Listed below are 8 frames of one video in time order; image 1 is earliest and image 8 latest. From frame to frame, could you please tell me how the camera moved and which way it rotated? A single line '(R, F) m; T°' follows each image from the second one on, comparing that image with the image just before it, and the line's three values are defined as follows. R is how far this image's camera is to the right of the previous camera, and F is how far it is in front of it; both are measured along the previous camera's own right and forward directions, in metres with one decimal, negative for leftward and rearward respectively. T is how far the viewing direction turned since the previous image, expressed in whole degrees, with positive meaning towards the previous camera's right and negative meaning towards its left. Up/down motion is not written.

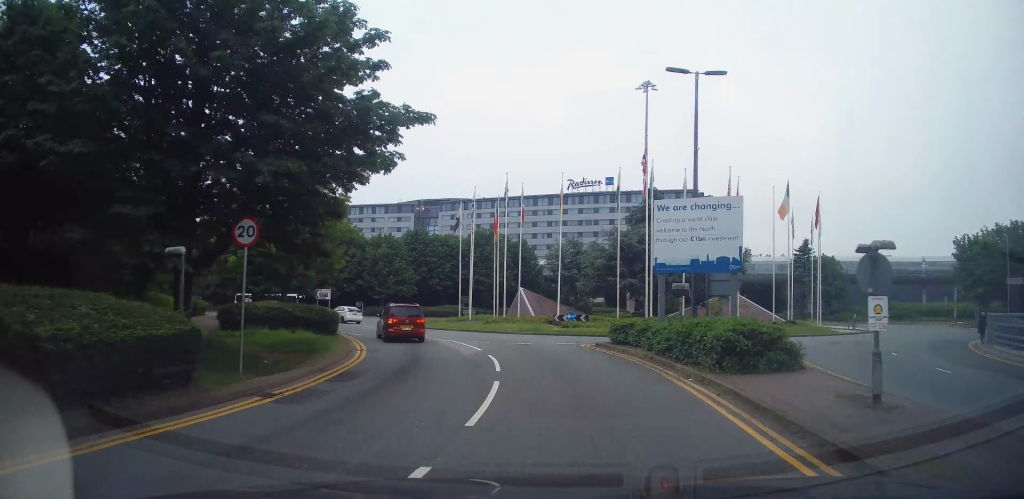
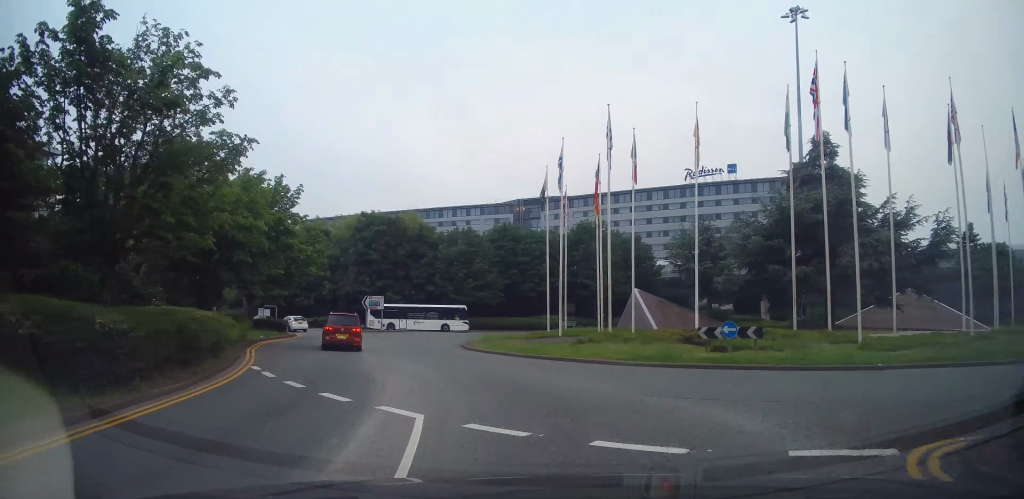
(-0.8, +15.8) m; -11°
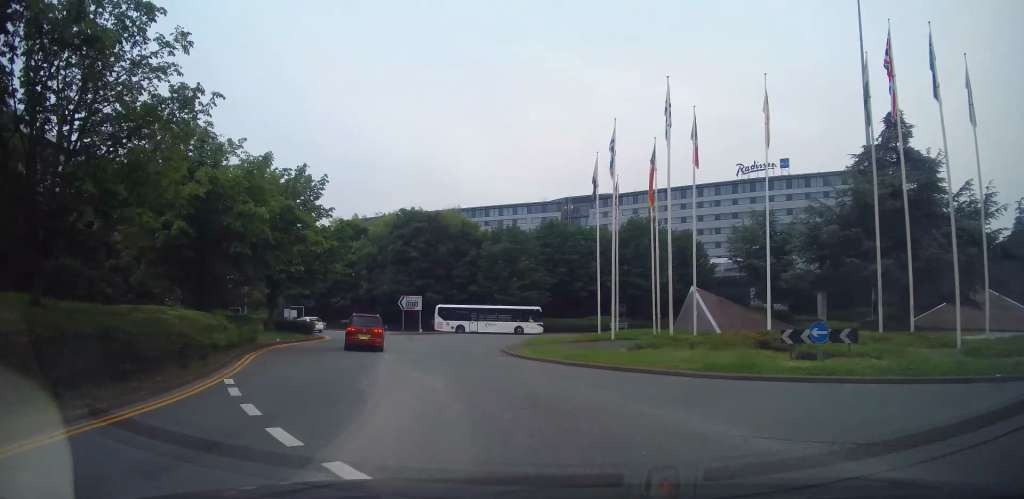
(-0.2, +3.4) m; -6°
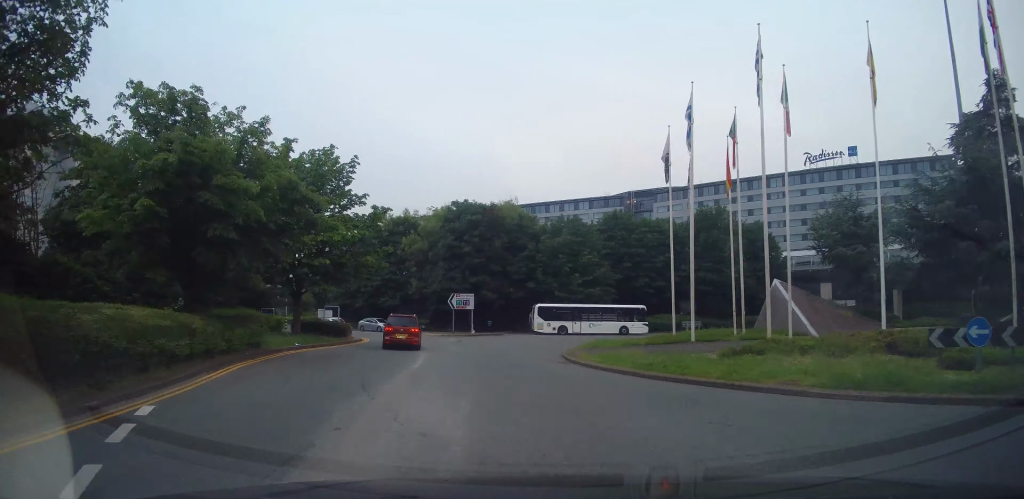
(-0.1, +4.4) m; -7°
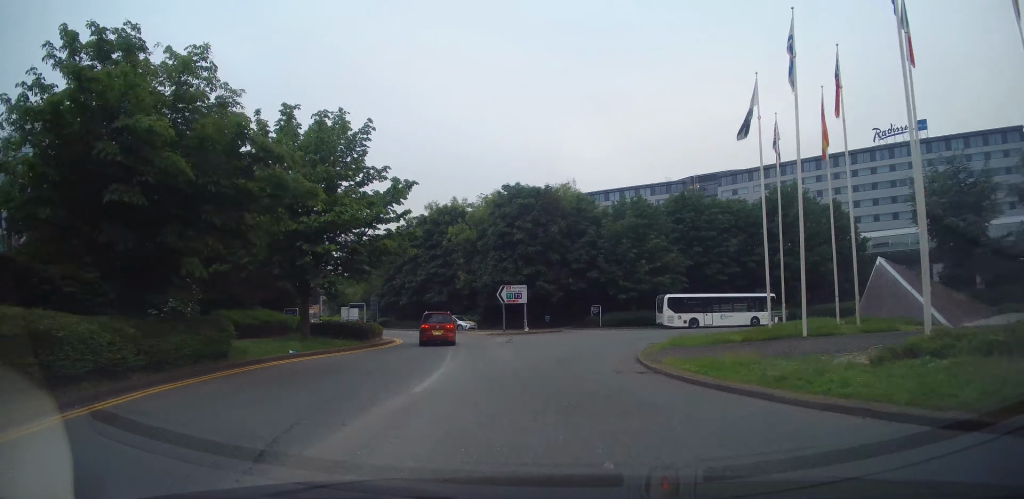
(-0.7, +5.7) m; -6°
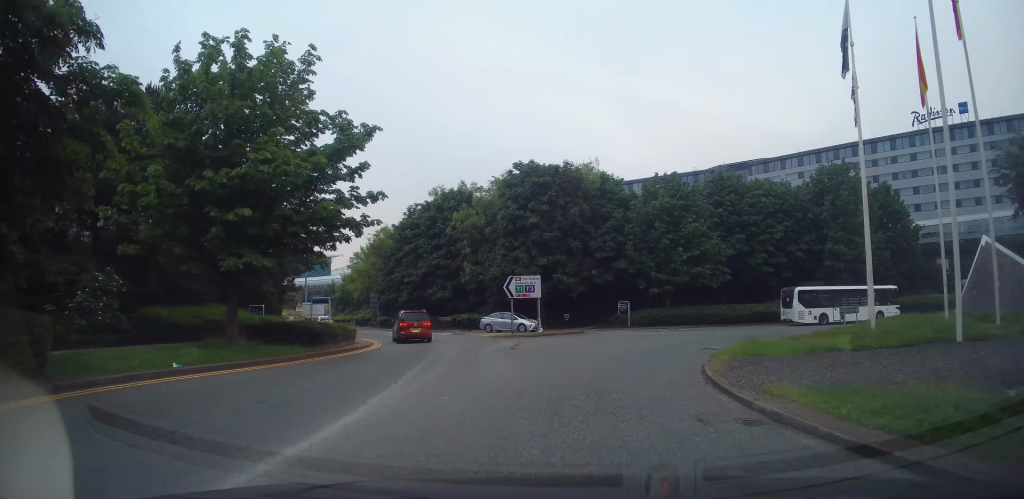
(-0.1, +7.2) m; -1°
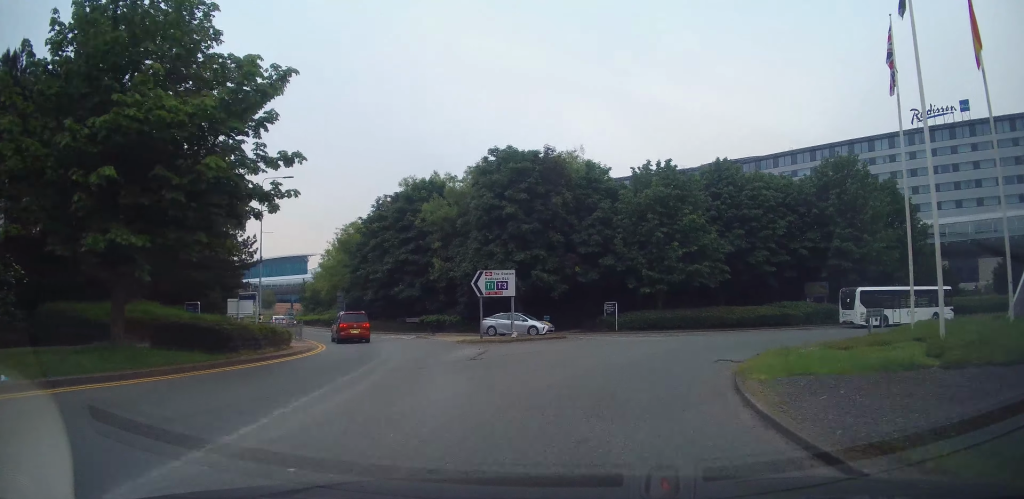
(0.0, +4.6) m; +3°
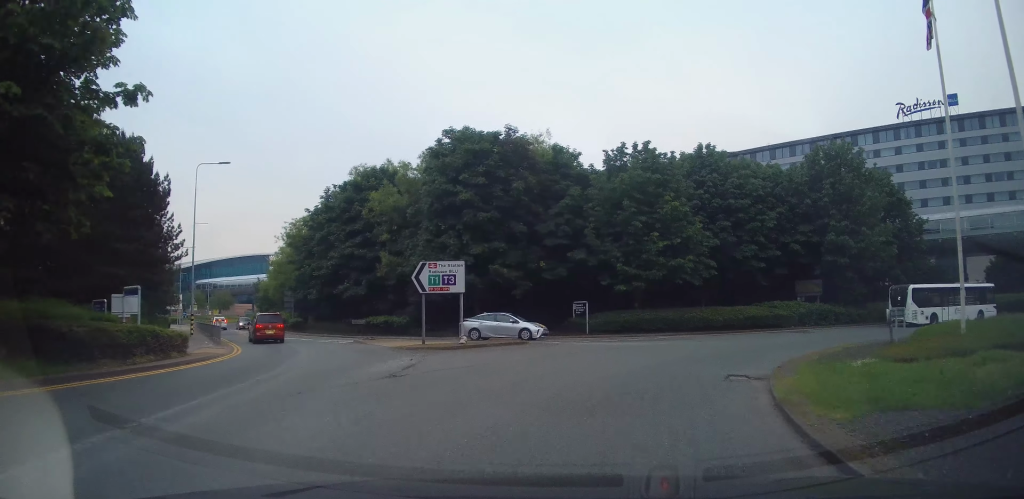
(-0.2, +4.6) m; +4°
